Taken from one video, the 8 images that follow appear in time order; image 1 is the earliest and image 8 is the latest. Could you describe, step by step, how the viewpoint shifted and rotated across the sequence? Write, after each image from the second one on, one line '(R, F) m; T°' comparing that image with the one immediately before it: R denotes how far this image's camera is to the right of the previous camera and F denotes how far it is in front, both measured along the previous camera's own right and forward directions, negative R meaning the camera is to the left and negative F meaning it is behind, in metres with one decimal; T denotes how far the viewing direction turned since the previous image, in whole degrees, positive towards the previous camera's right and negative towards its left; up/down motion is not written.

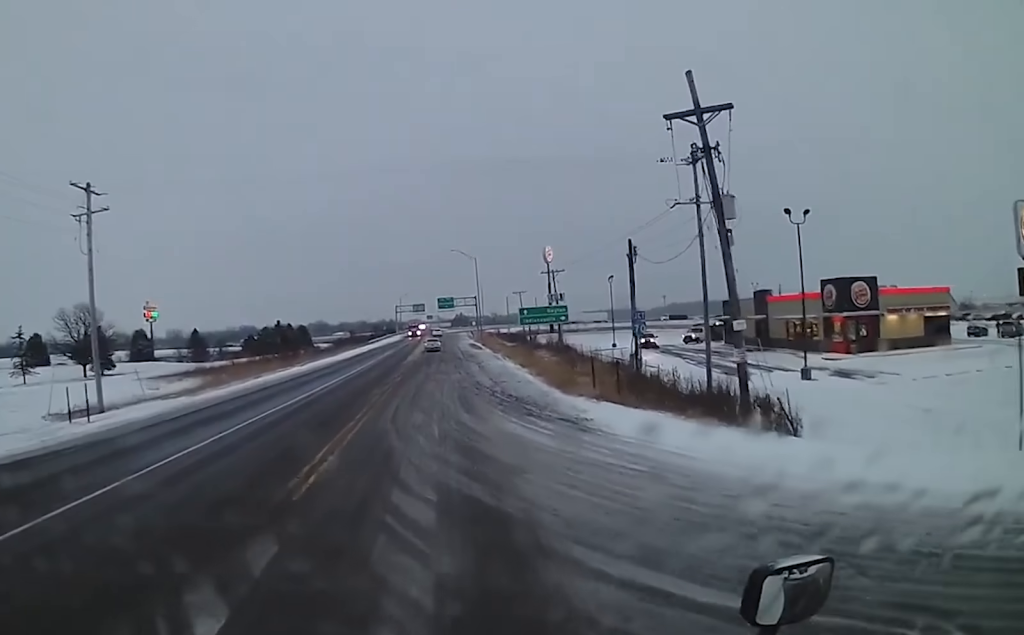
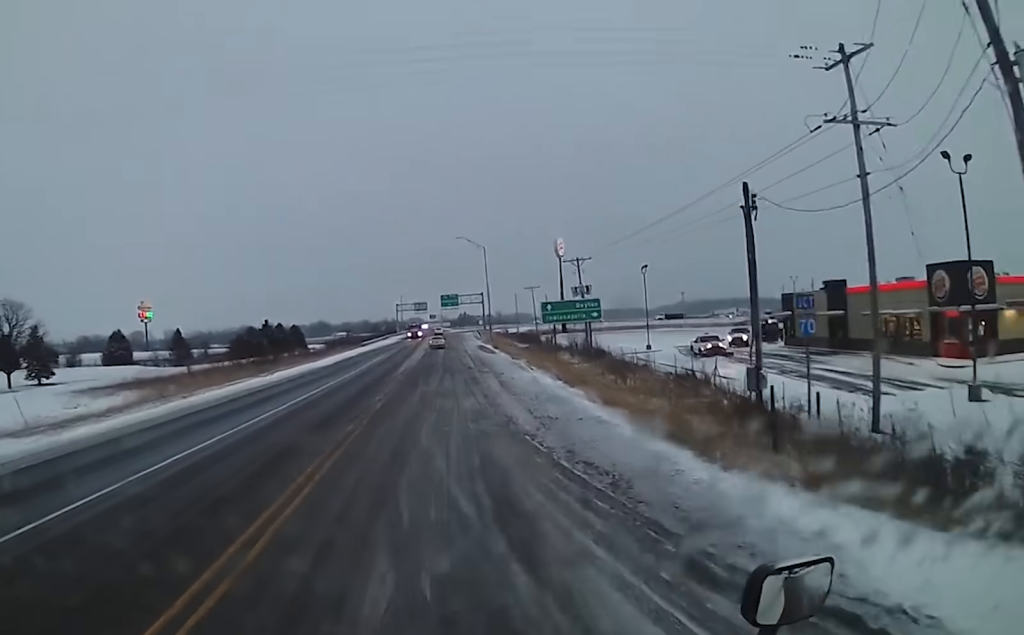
(+0.4, +13.3) m; +1°
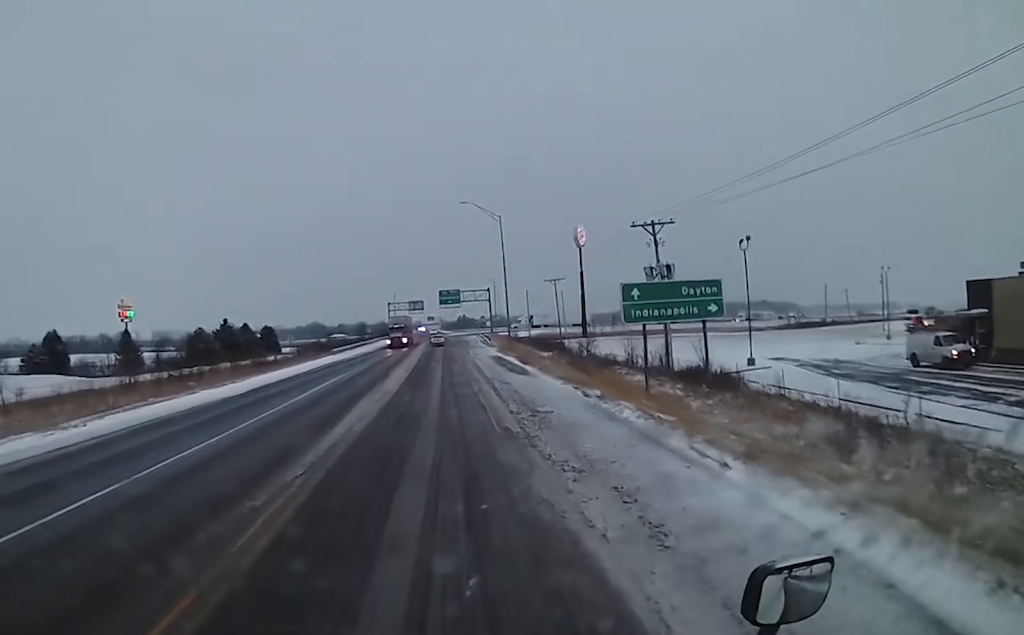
(+0.4, +25.9) m; +1°
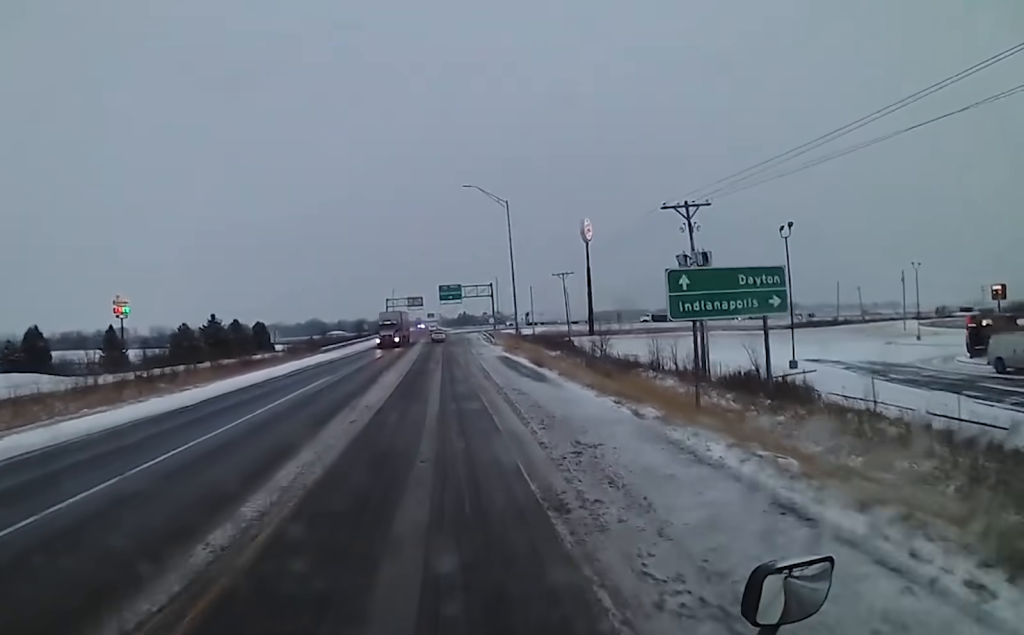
(-0.3, +6.4) m; -2°
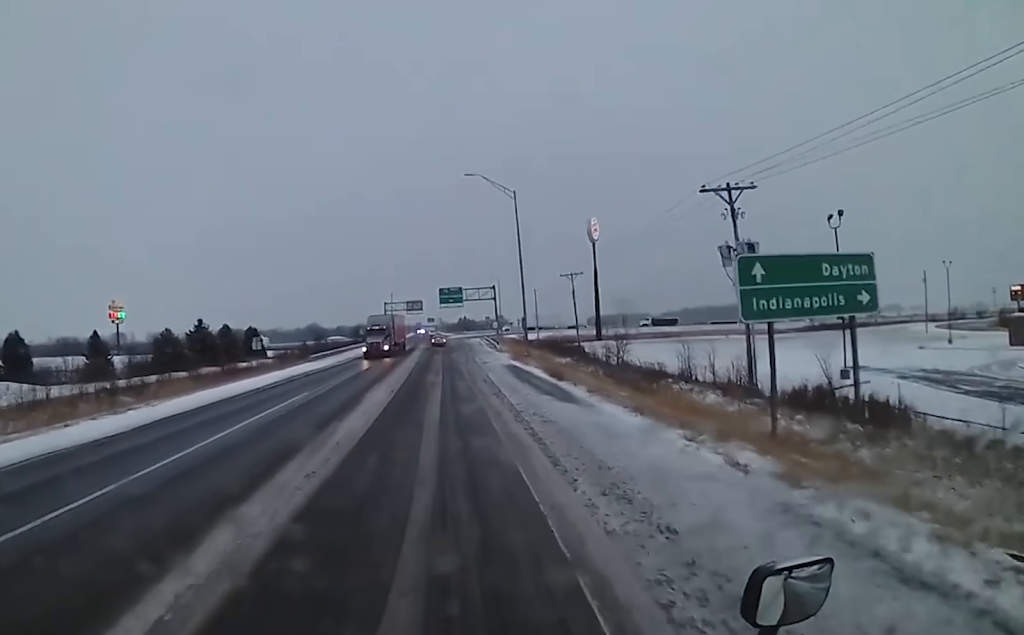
(-0.2, +6.0) m; -1°
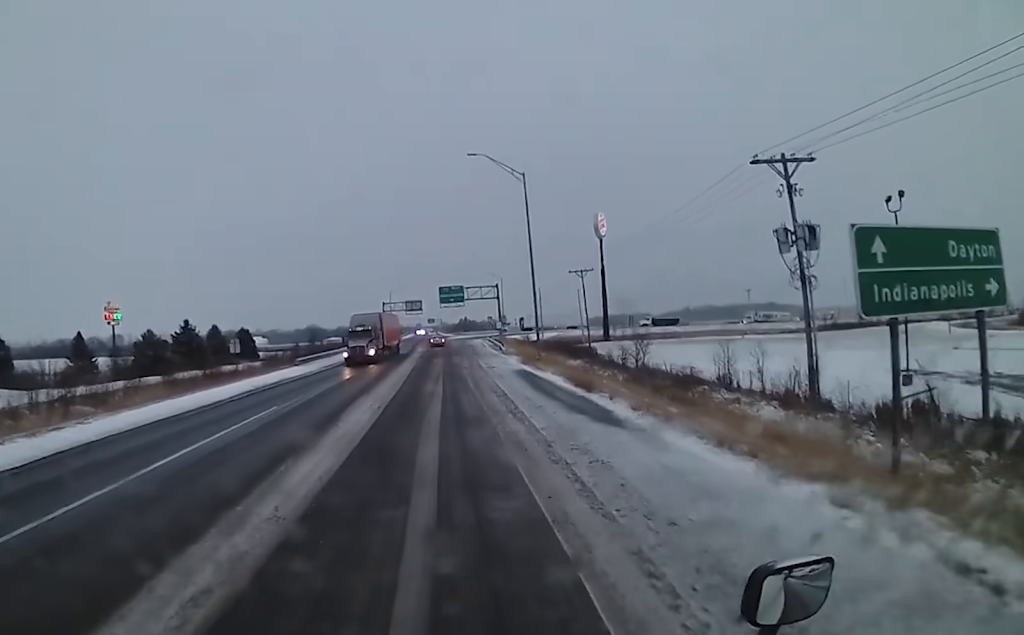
(0.0, +5.7) m; +1°
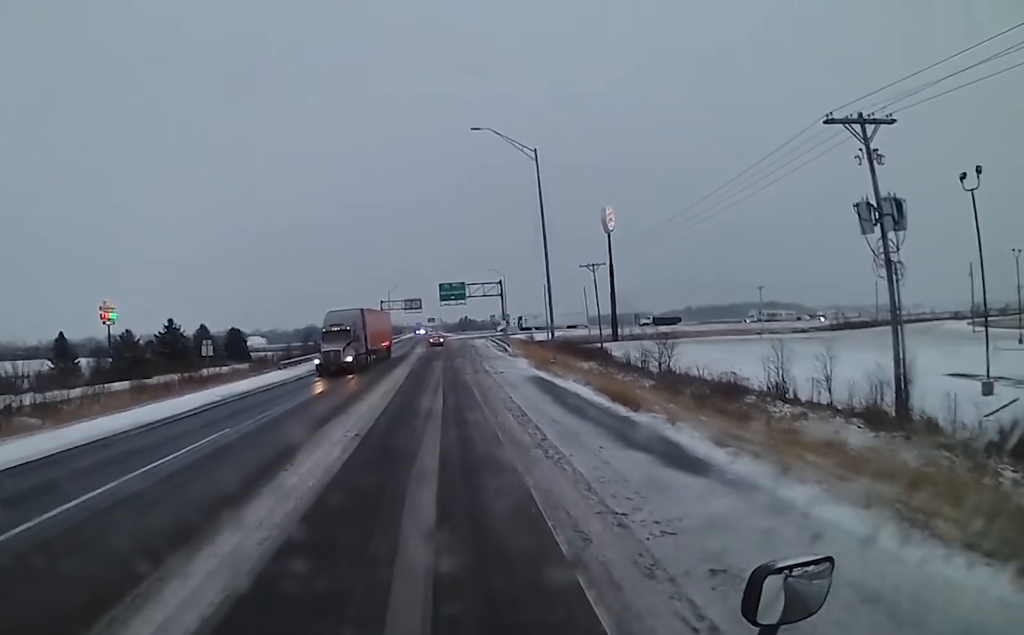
(0.0, +6.2) m; +1°
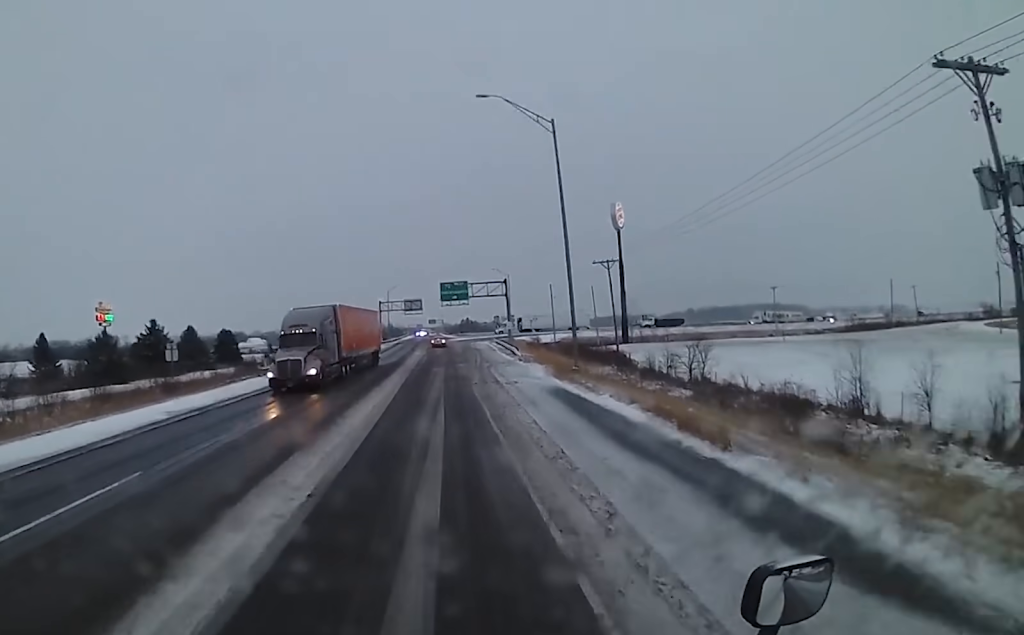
(+0.2, +6.0) m; +1°
